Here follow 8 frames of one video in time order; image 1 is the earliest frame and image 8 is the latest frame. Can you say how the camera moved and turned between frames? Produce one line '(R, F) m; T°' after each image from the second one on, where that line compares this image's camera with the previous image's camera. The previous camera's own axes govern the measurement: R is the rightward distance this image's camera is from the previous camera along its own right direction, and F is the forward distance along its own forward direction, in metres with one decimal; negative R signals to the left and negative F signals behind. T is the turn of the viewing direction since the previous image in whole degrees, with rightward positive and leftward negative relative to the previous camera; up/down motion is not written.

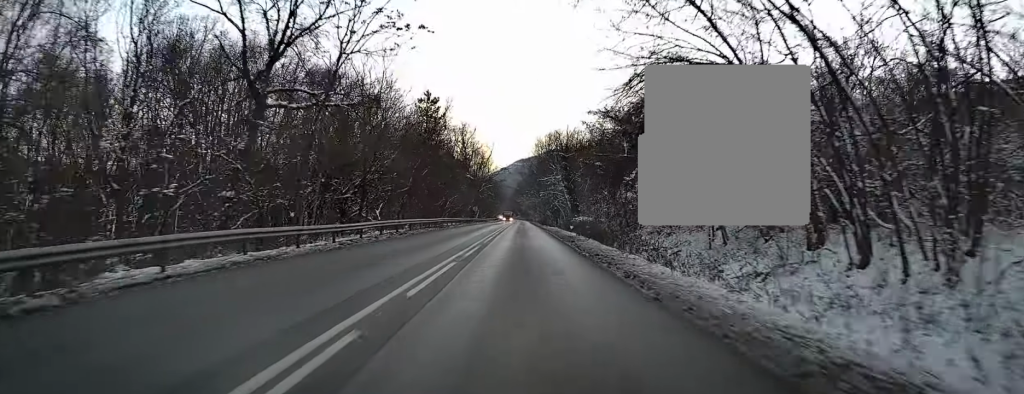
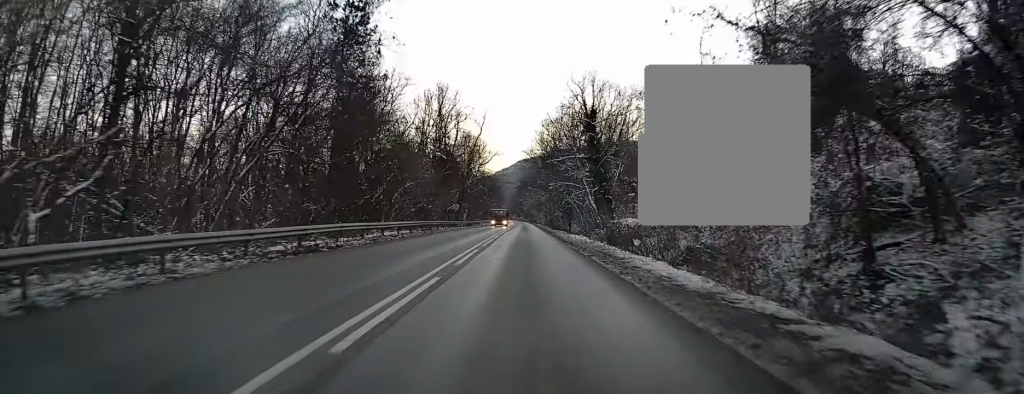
(-0.2, +31.1) m; -1°
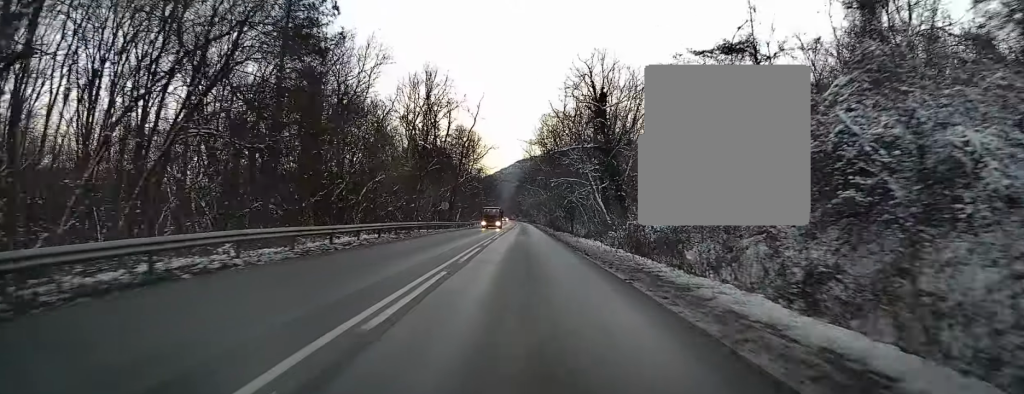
(0.0, +8.1) m; 0°
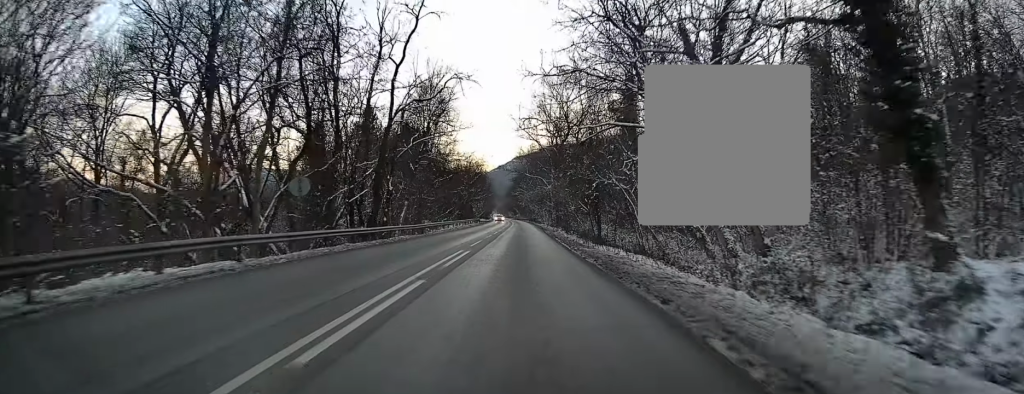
(-0.3, +37.5) m; -1°
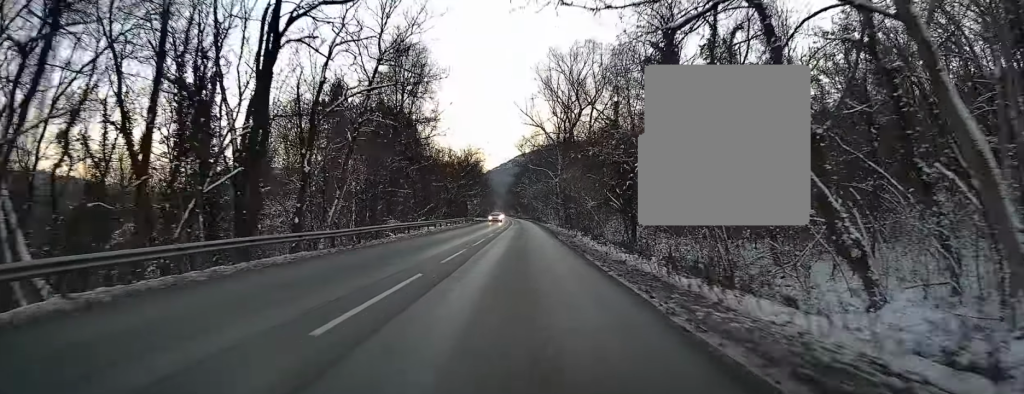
(0.0, +18.0) m; 0°
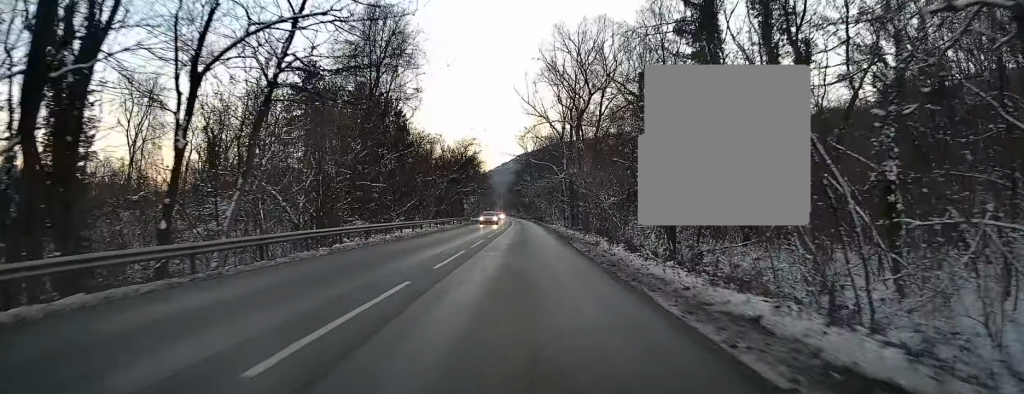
(+0.1, +10.6) m; 0°
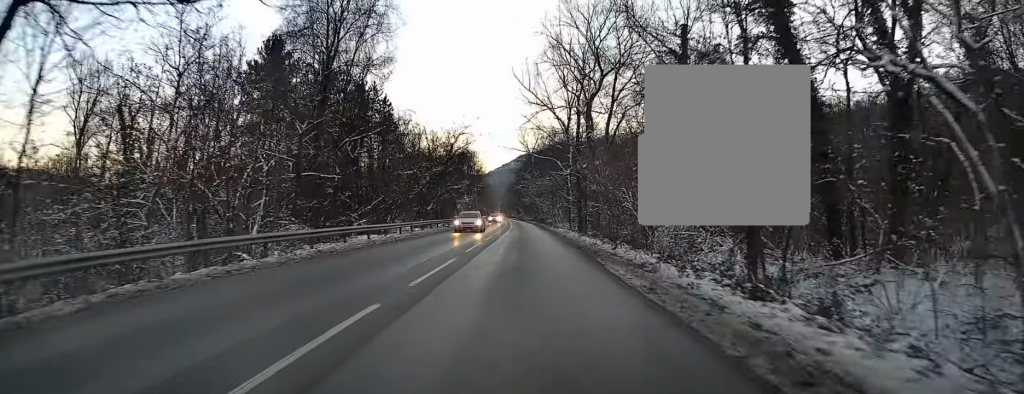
(0.0, +11.3) m; 0°
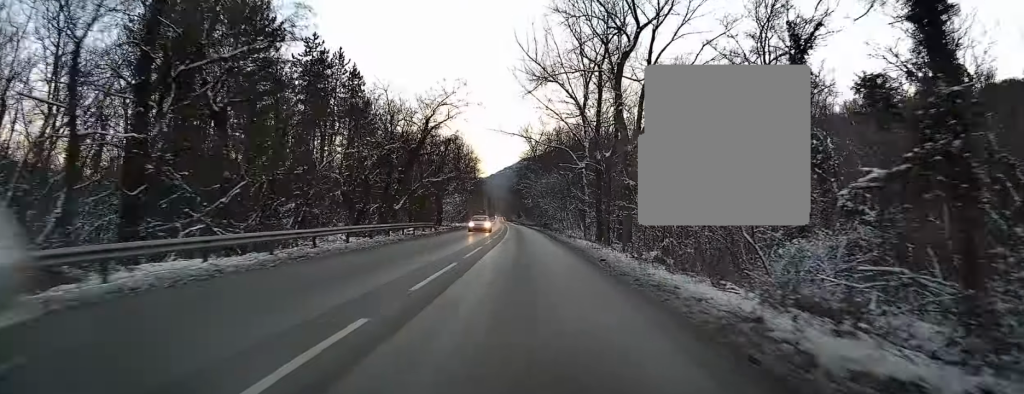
(0.0, +18.8) m; 0°
